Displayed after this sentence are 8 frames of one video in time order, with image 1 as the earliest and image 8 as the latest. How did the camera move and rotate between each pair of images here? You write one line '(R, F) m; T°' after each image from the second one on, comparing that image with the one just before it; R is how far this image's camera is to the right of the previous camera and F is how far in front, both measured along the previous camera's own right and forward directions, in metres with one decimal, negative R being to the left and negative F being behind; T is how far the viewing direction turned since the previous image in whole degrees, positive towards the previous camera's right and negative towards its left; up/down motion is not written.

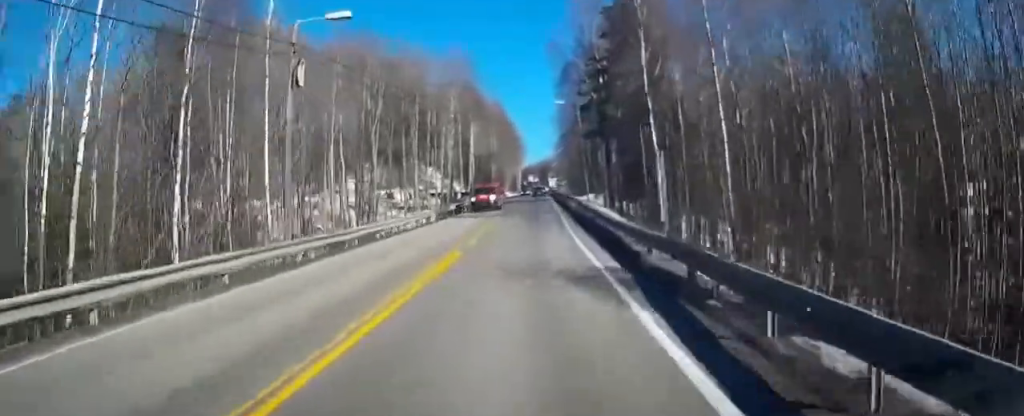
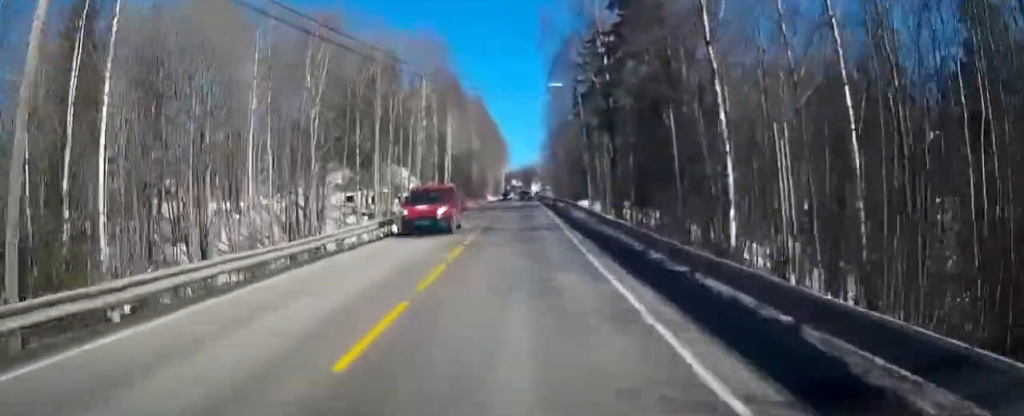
(0.0, +11.4) m; +1°
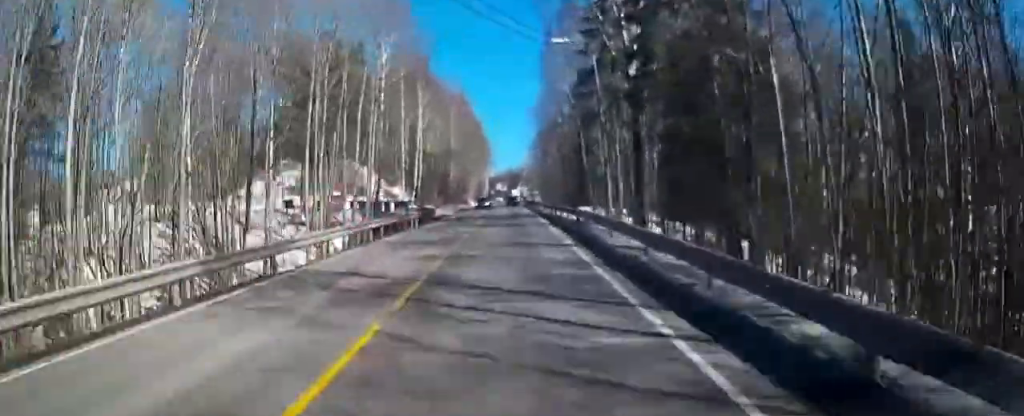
(0.0, +13.3) m; +3°
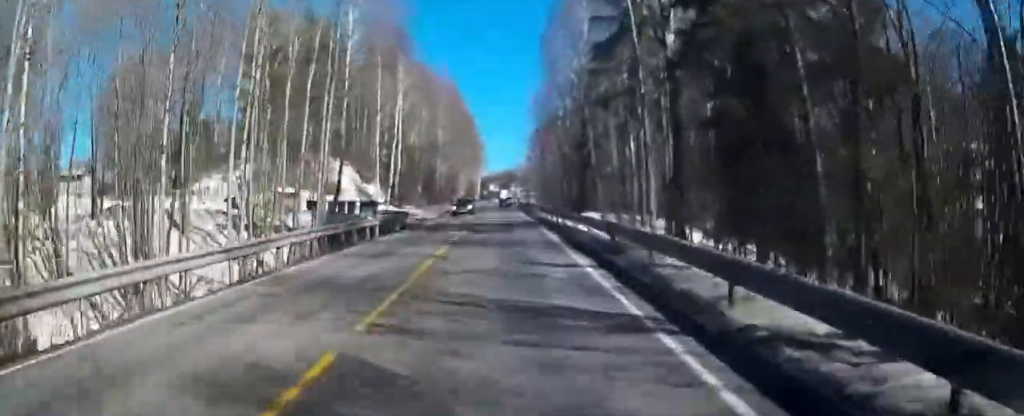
(+0.4, +9.2) m; +2°
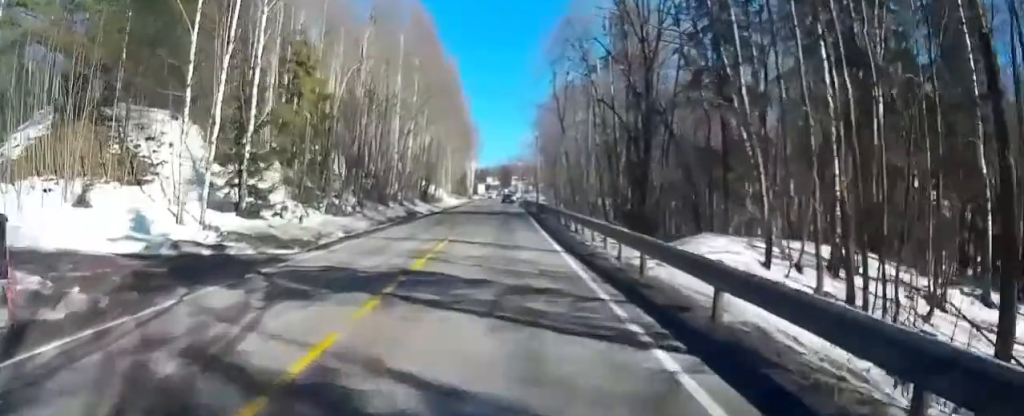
(+0.5, +31.9) m; -1°
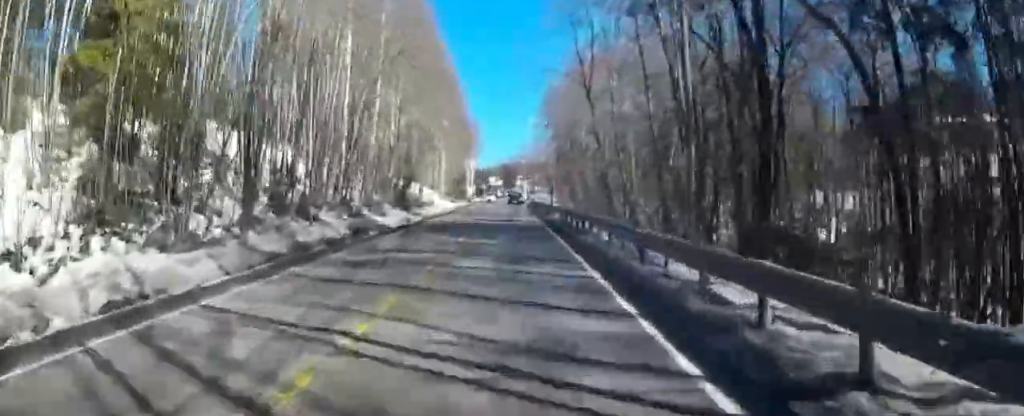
(-0.5, +17.3) m; +1°
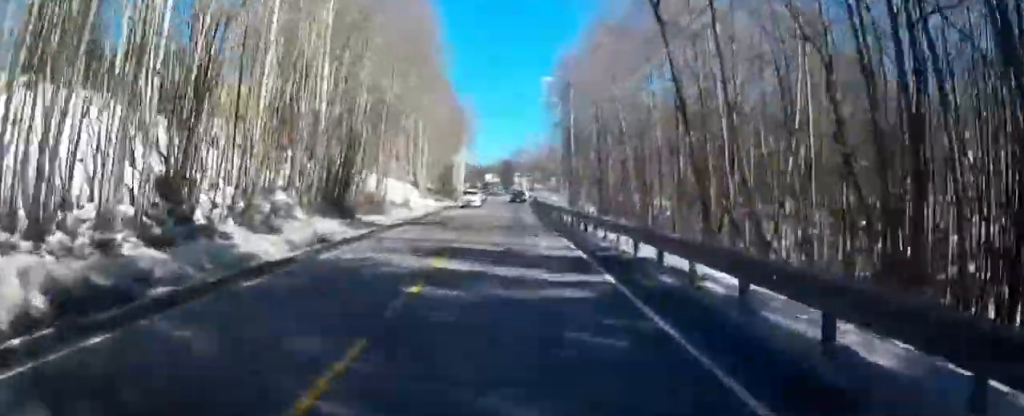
(+0.8, +19.1) m; +2°
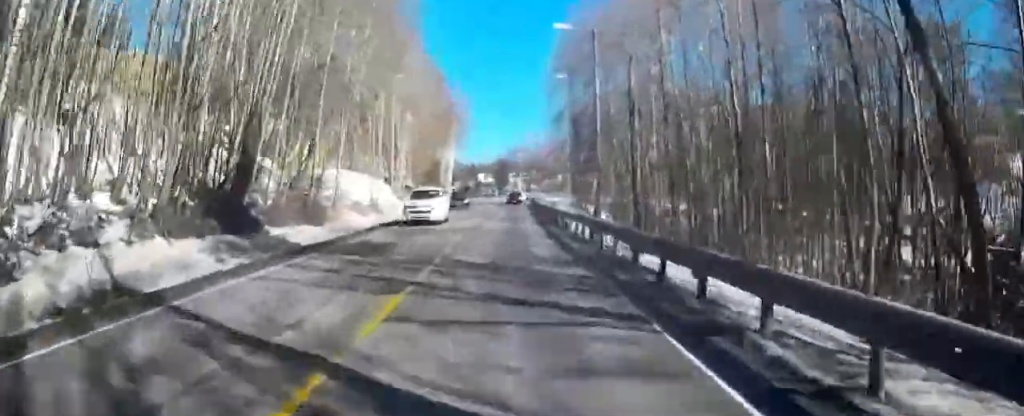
(-0.3, +13.0) m; 0°
